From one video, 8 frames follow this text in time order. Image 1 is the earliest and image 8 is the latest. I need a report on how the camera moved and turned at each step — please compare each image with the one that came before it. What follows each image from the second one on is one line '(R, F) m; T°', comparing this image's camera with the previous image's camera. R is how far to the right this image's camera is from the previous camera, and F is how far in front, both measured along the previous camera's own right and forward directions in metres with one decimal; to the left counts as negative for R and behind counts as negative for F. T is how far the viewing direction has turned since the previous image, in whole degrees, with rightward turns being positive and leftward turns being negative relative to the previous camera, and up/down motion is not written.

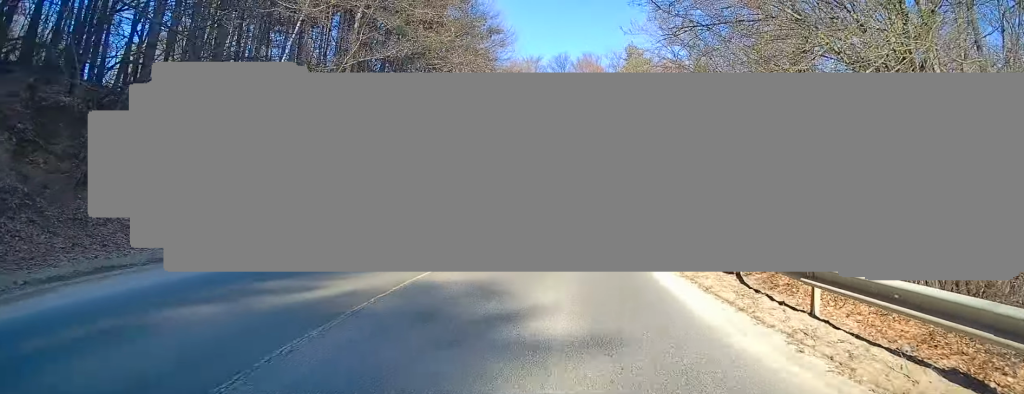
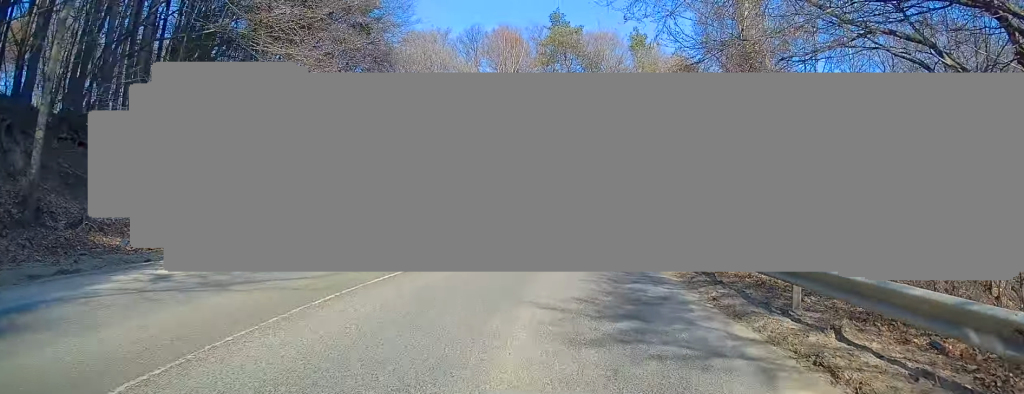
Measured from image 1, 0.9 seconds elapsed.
(+0.7, +12.8) m; +7°
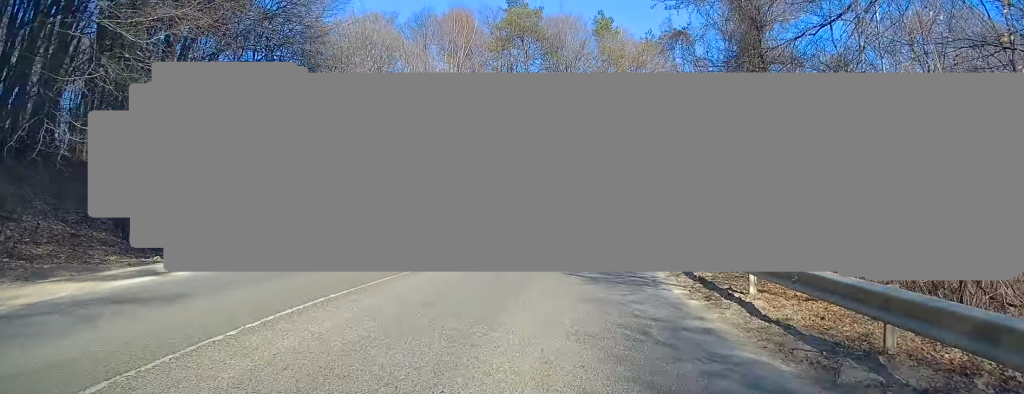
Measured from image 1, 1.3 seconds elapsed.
(0.0, +6.8) m; +4°
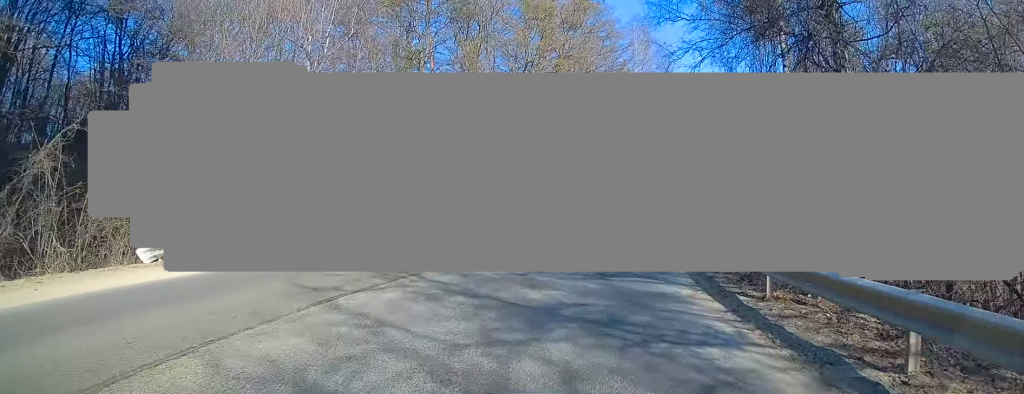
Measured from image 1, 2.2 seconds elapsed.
(+0.8, +12.7) m; +9°
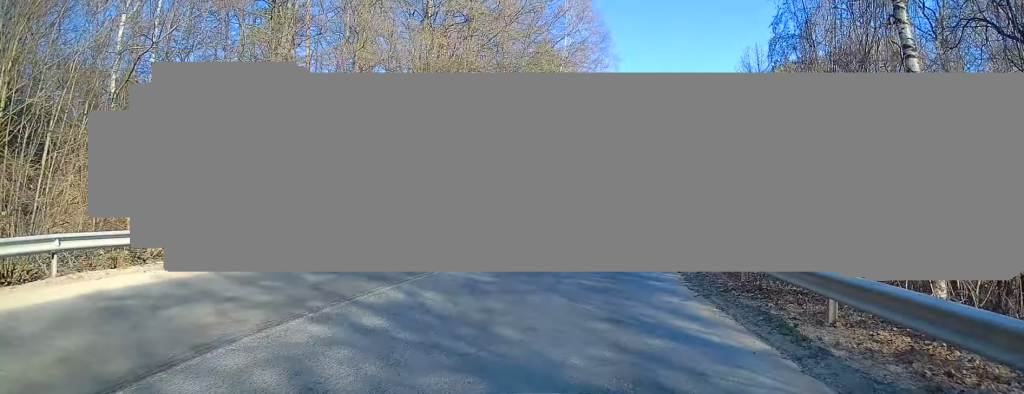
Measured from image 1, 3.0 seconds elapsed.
(+1.0, +10.3) m; +8°
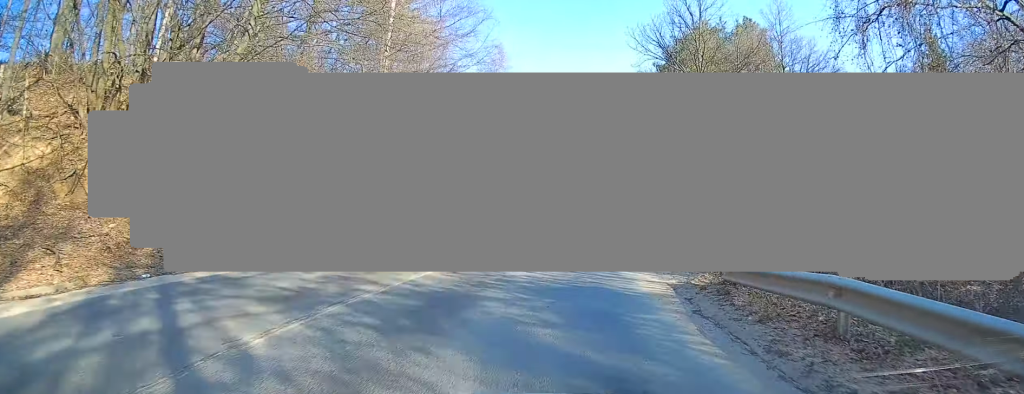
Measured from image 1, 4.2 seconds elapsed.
(+1.7, +17.2) m; +12°
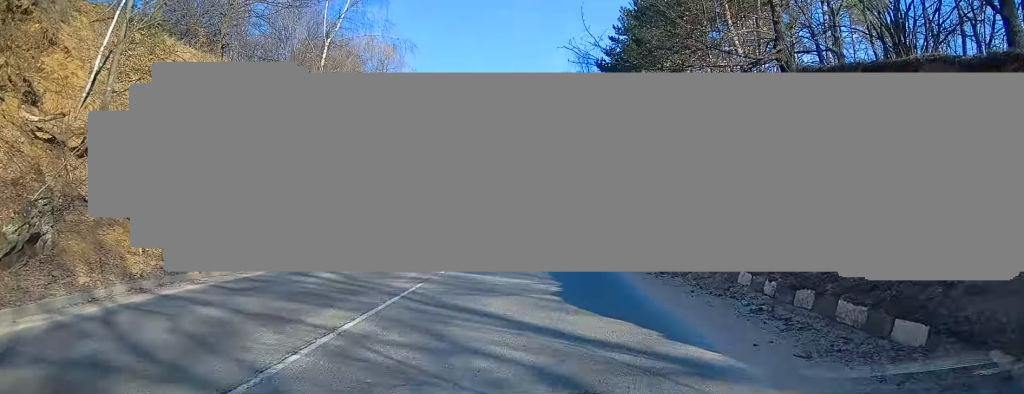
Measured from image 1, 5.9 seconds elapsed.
(+2.3, +26.0) m; +6°
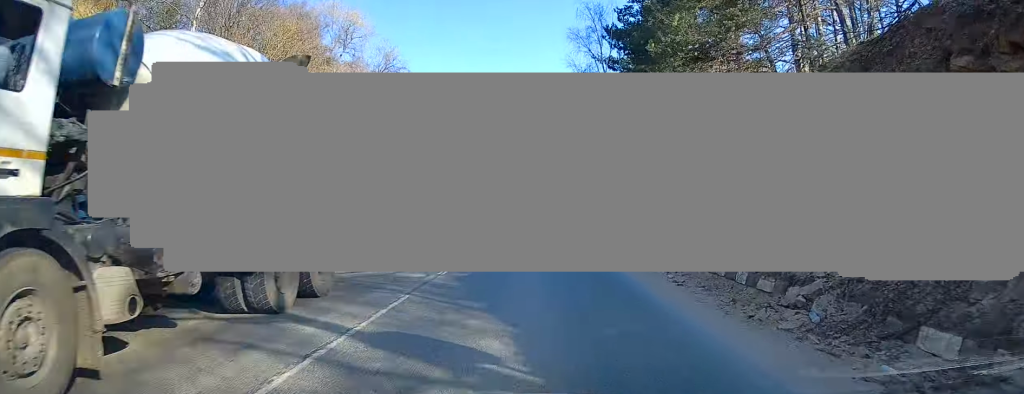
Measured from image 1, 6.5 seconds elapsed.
(0.0, +9.5) m; +1°
